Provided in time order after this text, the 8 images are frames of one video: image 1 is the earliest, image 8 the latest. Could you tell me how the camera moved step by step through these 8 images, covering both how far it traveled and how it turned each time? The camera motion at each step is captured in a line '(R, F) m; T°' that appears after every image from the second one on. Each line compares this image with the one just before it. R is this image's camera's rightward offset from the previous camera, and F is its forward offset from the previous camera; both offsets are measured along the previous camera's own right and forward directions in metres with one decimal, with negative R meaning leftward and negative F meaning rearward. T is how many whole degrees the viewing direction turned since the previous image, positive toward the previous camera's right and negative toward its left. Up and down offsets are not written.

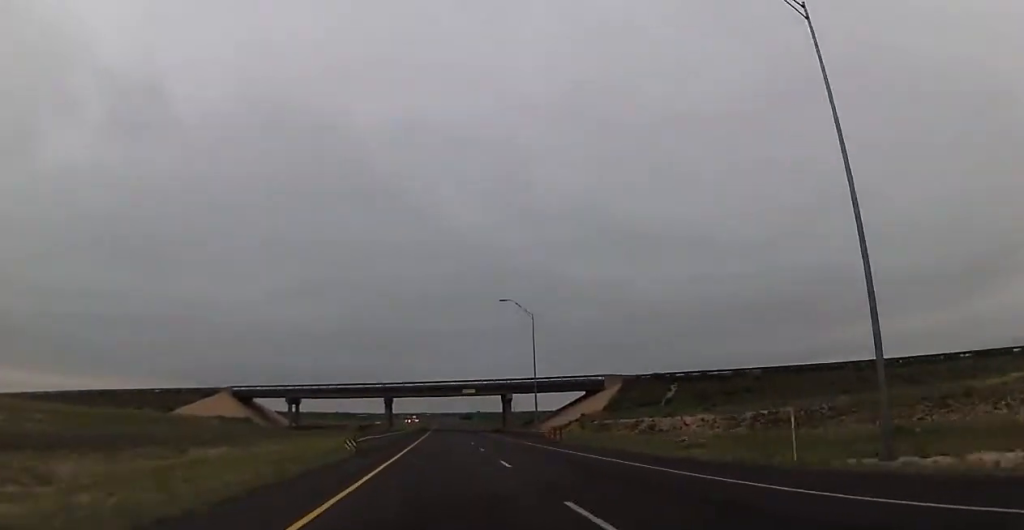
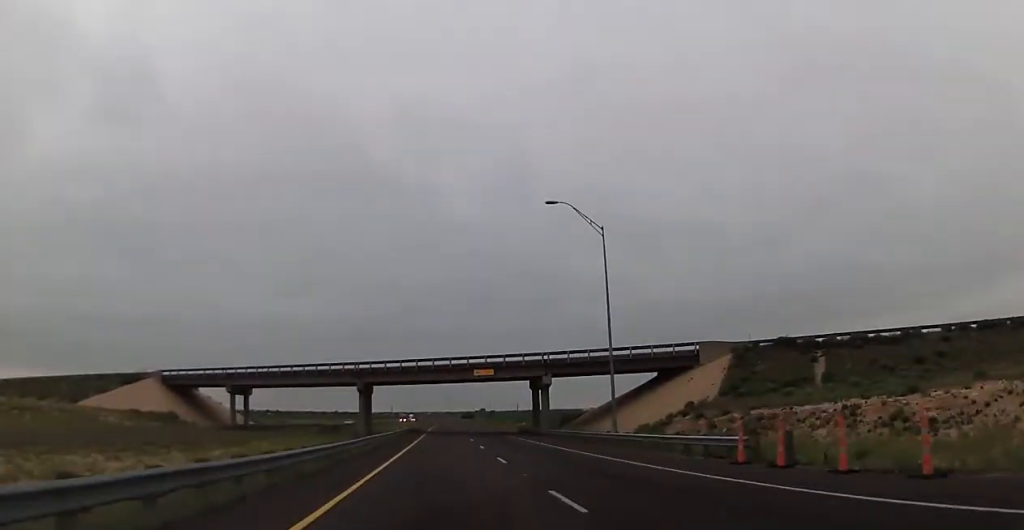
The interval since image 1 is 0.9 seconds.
(0.0, +34.6) m; 0°
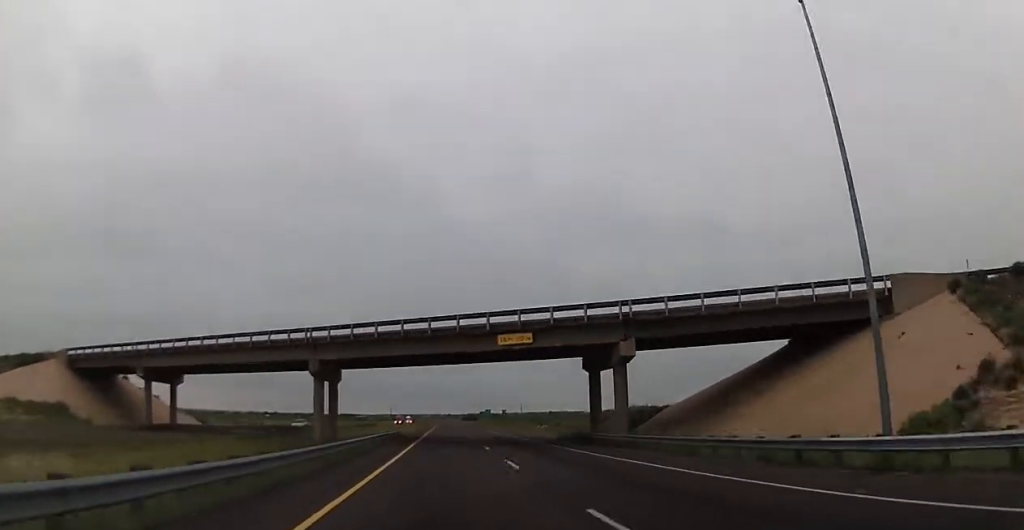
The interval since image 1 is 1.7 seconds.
(-0.1, +27.2) m; 0°
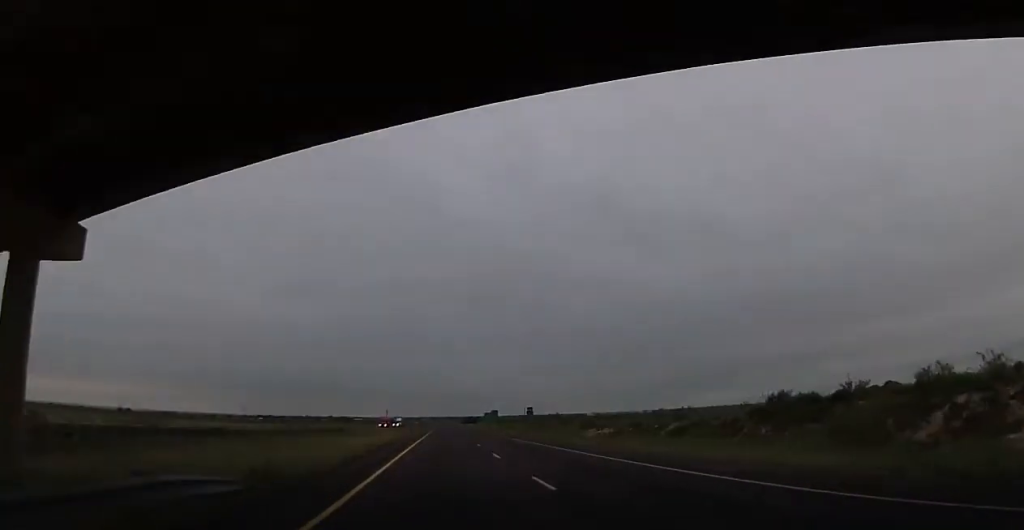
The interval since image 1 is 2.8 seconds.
(+0.1, +42.1) m; -1°
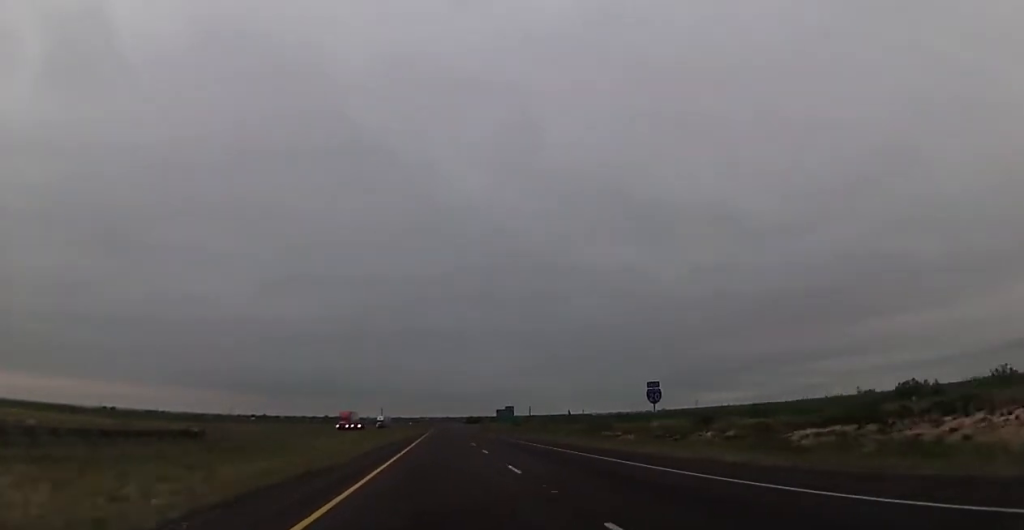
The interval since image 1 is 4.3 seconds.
(-0.2, +55.7) m; +1°
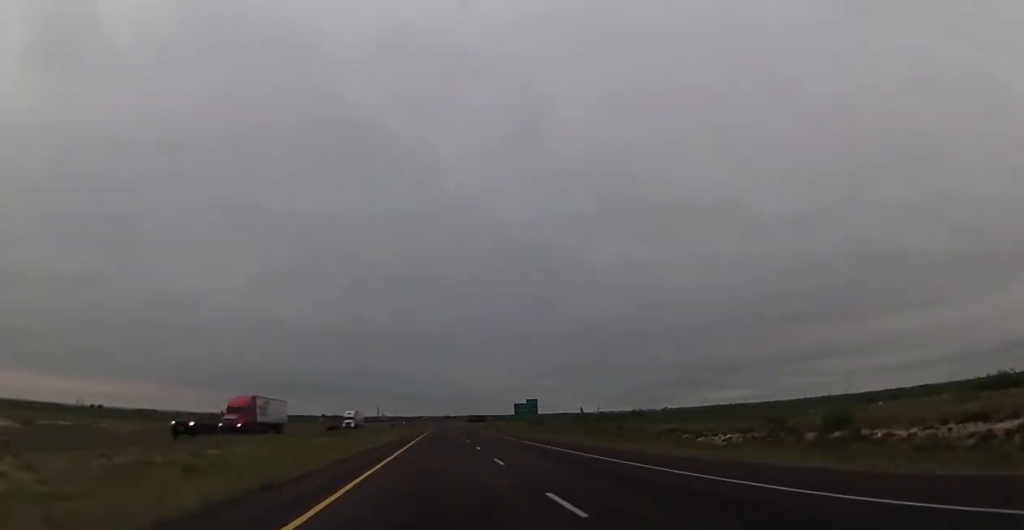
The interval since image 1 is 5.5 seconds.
(+0.3, +44.5) m; 0°
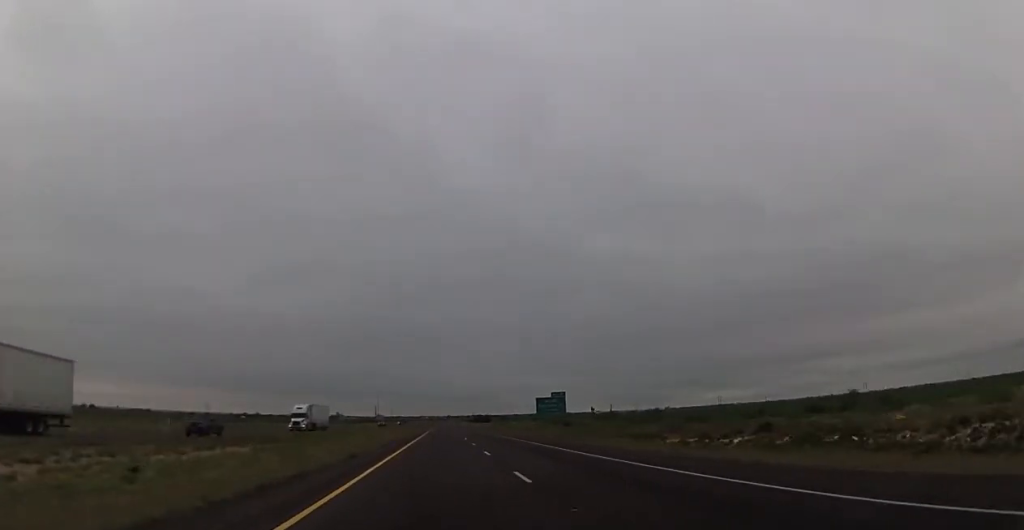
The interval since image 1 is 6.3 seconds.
(-0.2, +29.6) m; 0°
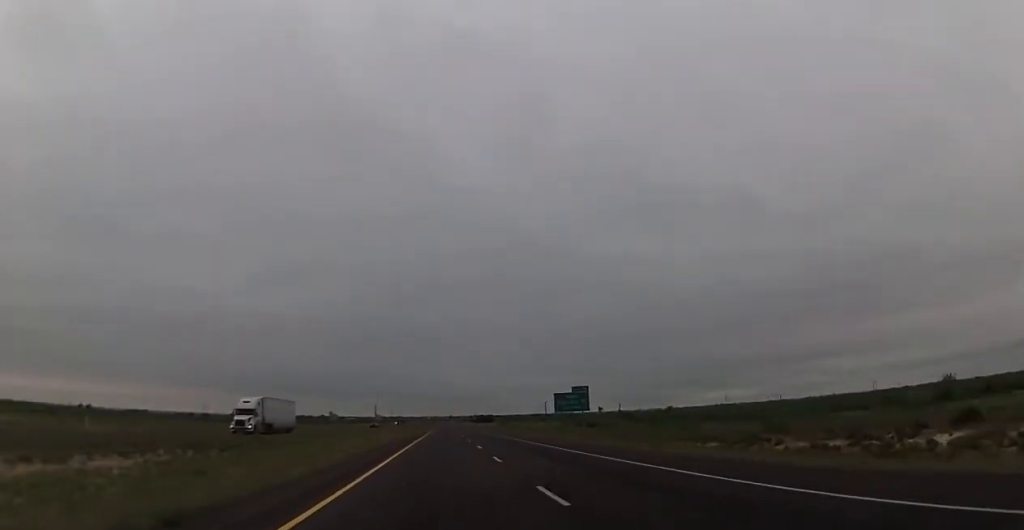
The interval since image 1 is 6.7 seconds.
(0.0, +16.0) m; 0°
